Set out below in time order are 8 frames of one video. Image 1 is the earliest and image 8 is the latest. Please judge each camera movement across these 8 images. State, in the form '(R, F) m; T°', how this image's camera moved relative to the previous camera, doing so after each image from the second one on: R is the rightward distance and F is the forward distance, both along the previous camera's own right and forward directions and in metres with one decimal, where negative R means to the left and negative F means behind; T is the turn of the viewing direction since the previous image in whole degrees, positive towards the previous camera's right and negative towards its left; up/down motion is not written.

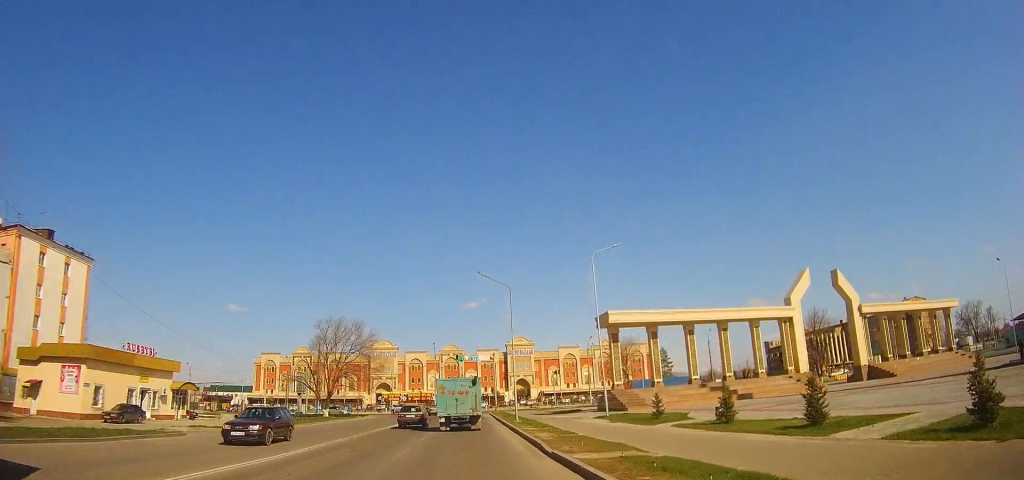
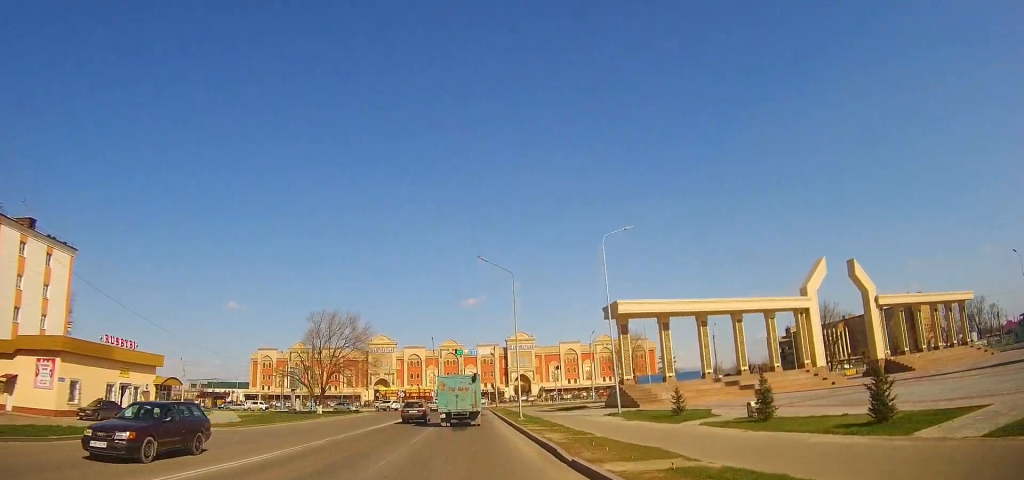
(0.0, +3.1) m; 0°
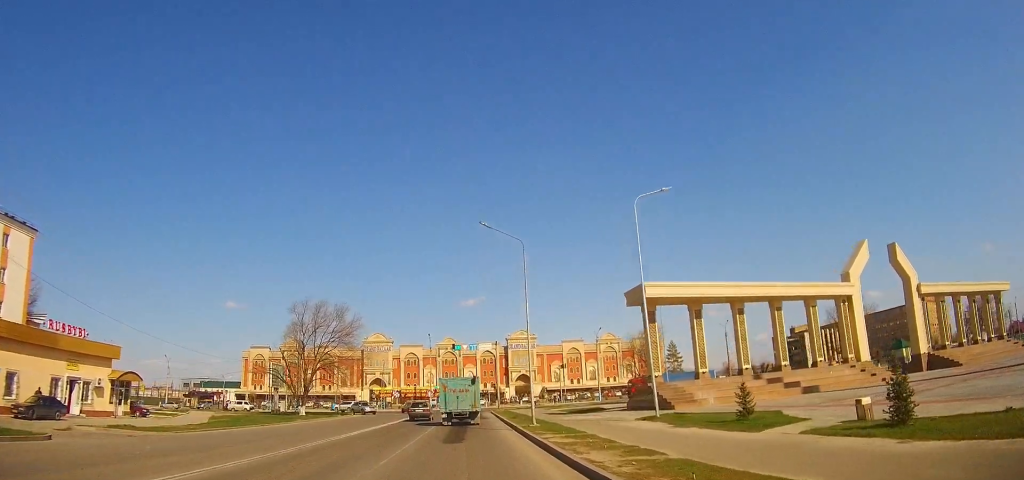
(0.0, +7.1) m; 0°
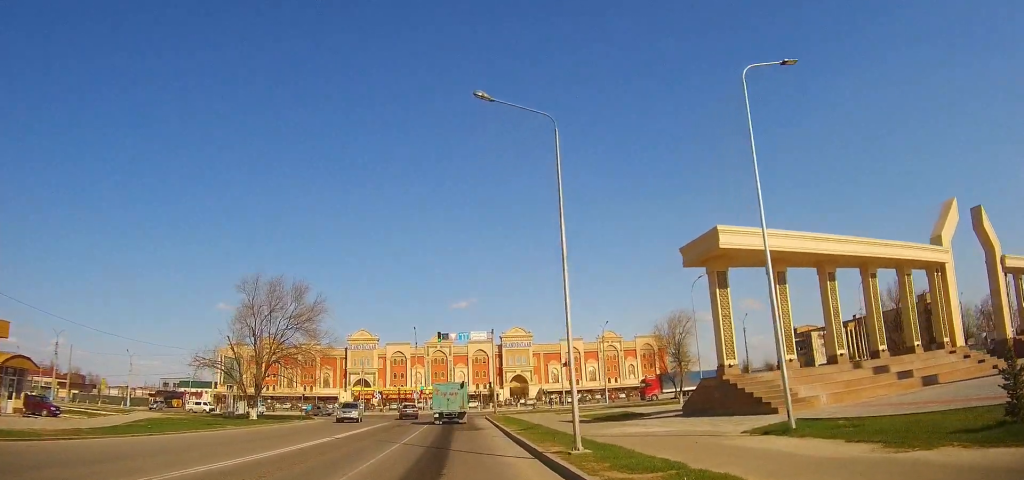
(+0.3, +12.2) m; +2°
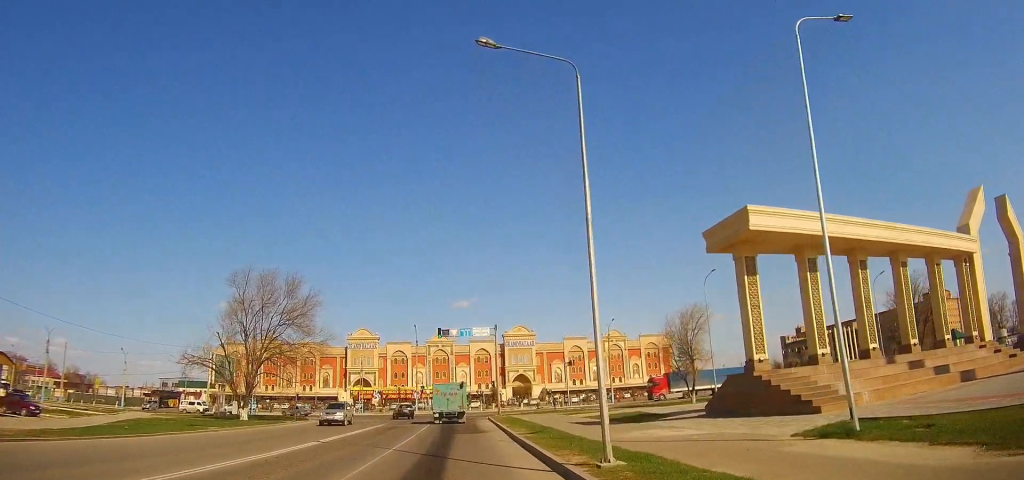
(0.0, +2.6) m; 0°
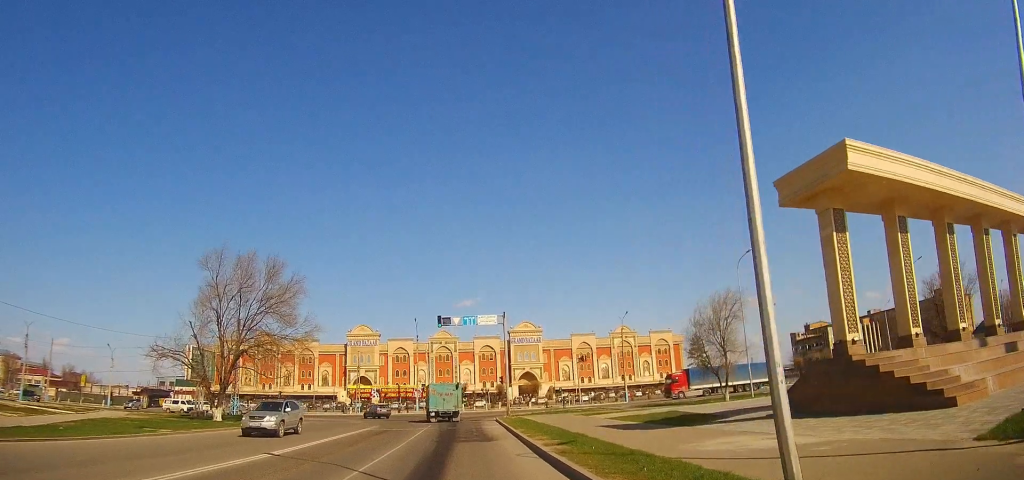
(-0.1, +6.0) m; -2°
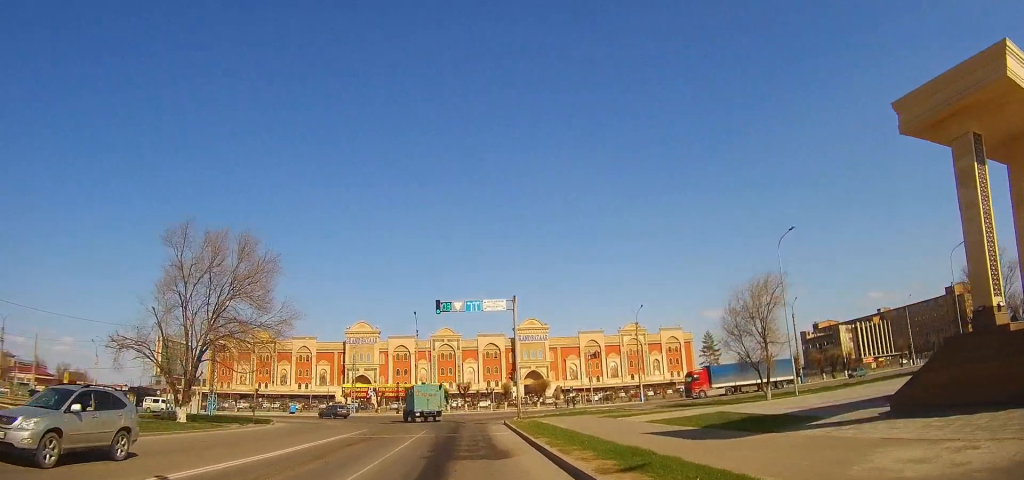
(0.0, +6.2) m; 0°
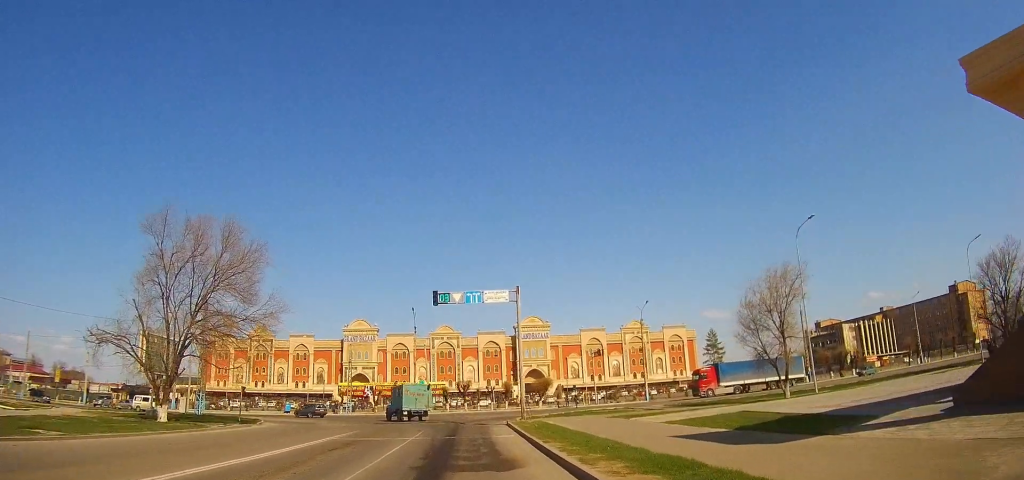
(0.0, +2.4) m; 0°
